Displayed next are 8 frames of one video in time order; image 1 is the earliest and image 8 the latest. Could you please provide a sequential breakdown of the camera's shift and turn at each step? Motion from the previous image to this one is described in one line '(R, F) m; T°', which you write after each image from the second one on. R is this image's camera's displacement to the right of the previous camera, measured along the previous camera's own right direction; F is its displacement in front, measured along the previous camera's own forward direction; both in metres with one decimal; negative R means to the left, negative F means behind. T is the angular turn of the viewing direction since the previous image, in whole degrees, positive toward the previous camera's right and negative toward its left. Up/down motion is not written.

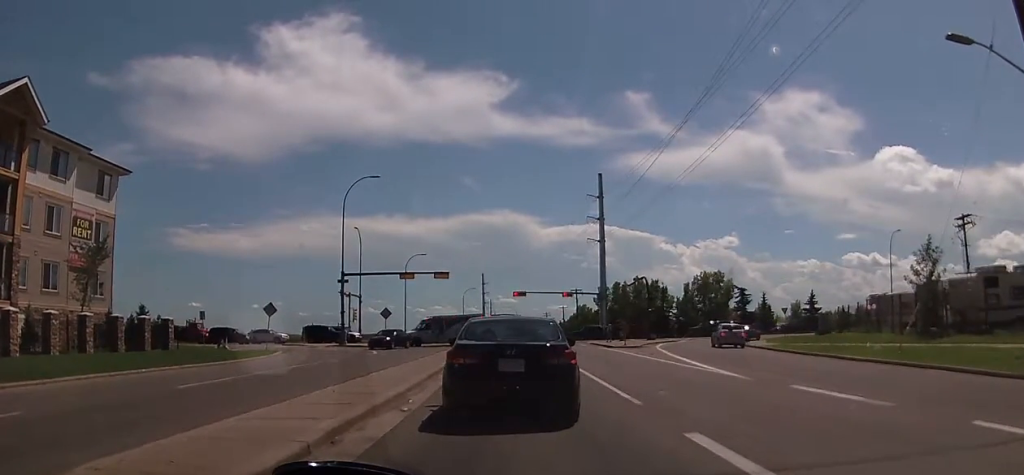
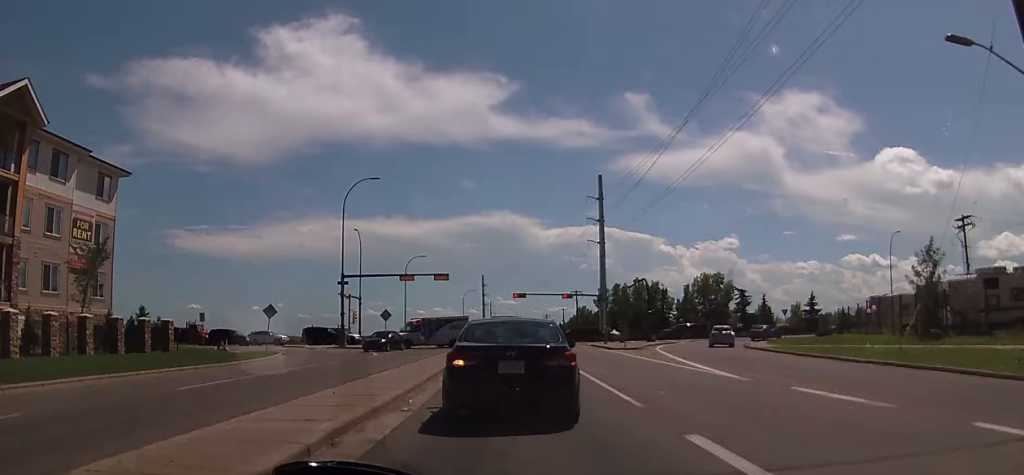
(0.0, 0.0) m; 0°
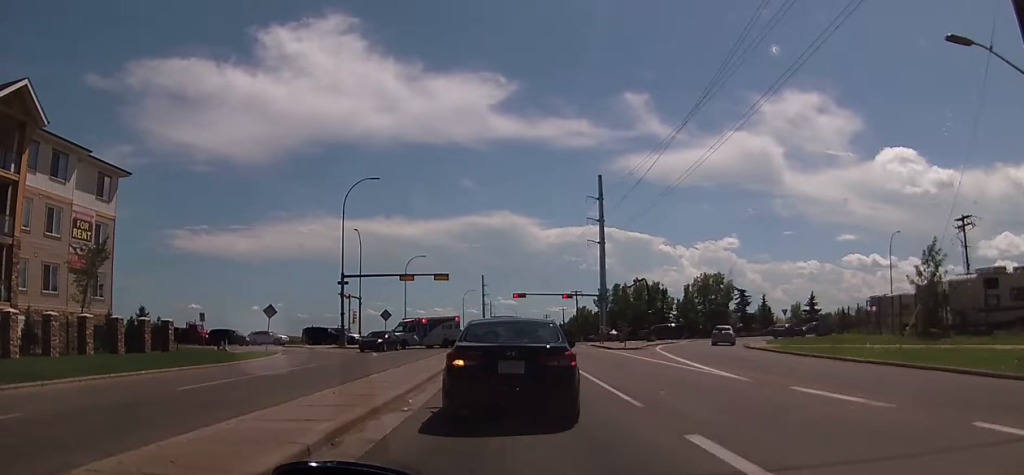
(0.0, 0.0) m; 0°
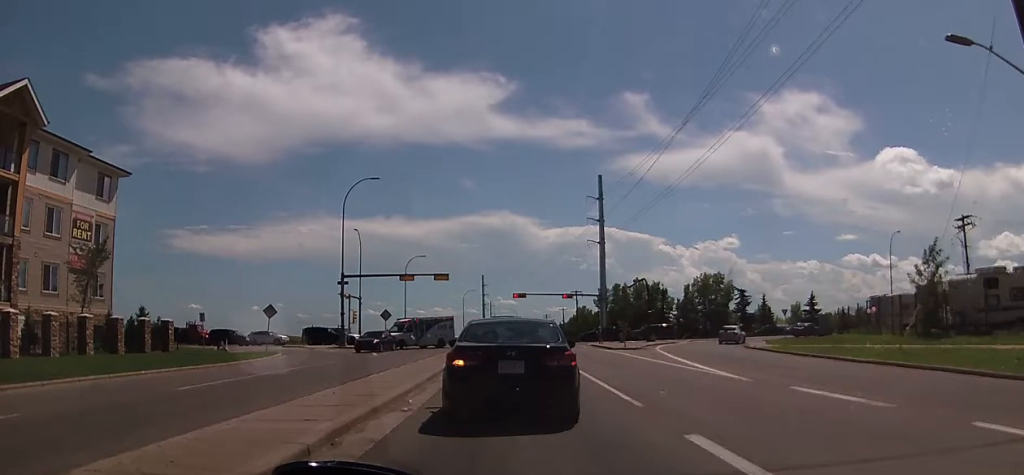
(0.0, 0.0) m; 0°
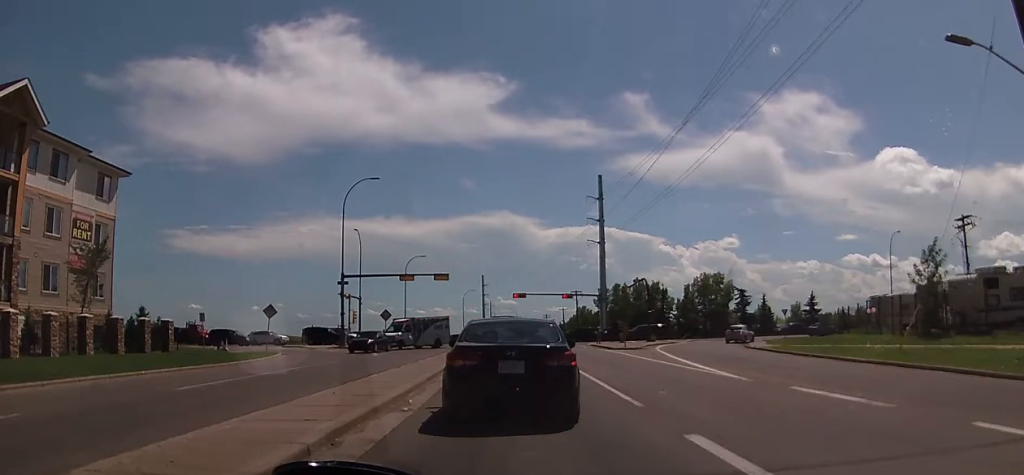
(0.0, 0.0) m; 0°
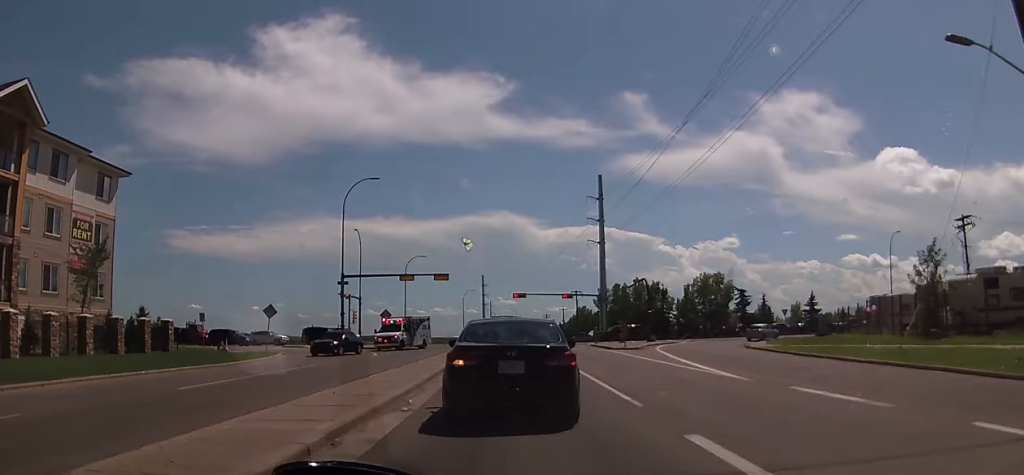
(0.0, 0.0) m; 0°
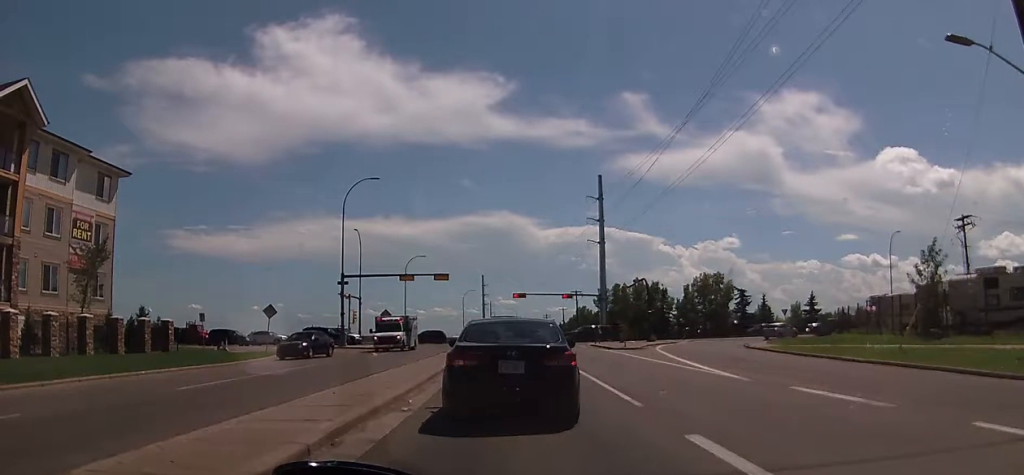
(0.0, 0.0) m; 0°
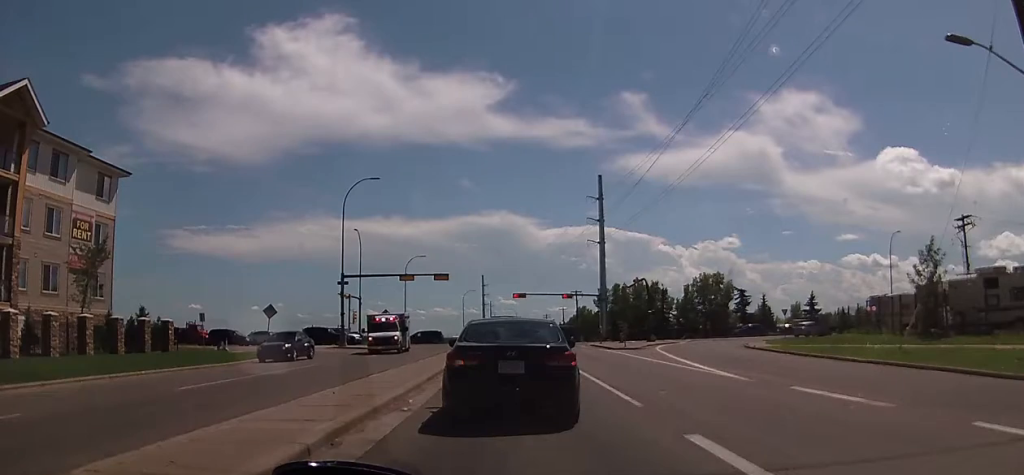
(0.0, 0.0) m; 0°
